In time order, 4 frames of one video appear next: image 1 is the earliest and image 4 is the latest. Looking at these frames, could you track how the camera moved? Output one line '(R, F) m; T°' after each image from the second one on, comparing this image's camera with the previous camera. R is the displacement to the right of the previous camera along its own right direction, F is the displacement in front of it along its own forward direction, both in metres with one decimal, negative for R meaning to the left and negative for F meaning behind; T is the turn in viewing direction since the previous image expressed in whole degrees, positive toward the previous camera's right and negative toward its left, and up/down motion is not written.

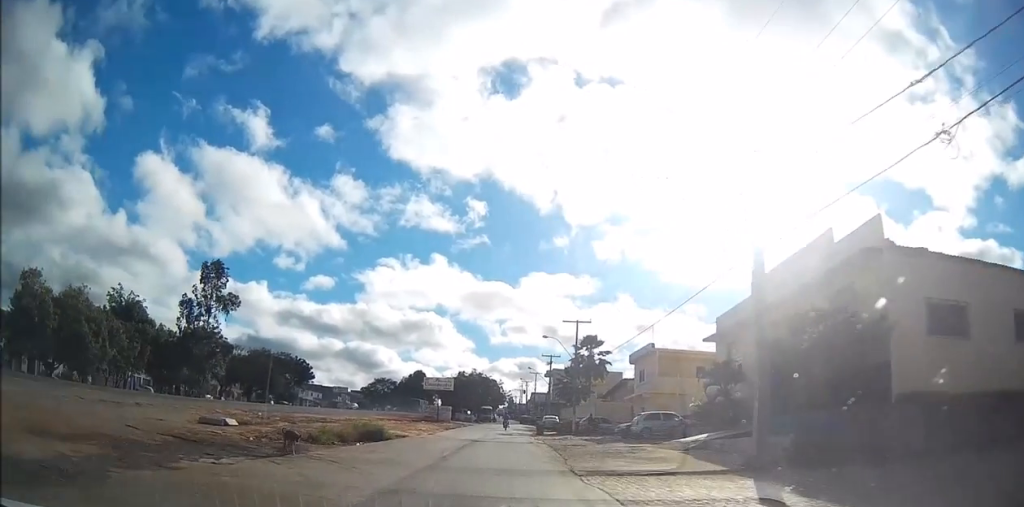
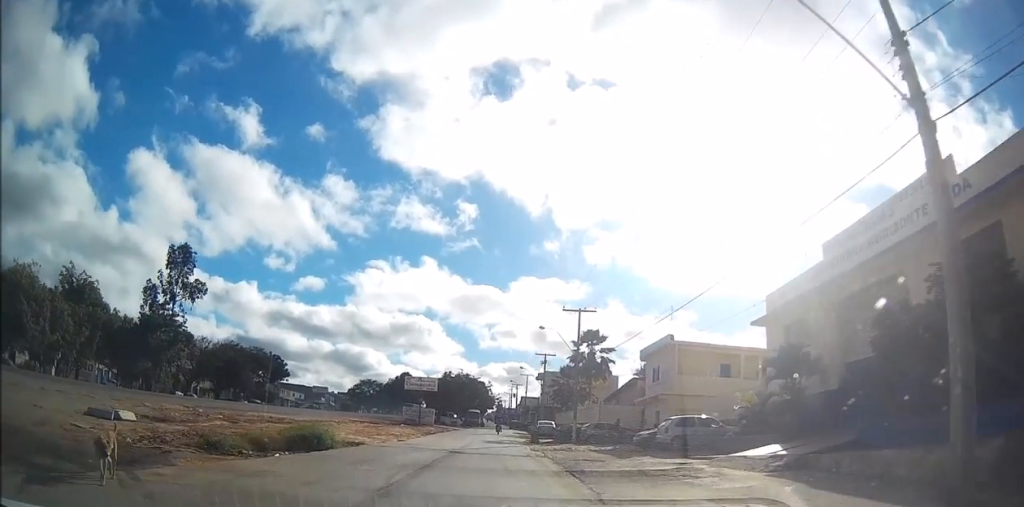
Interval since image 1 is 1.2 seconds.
(0.0, +7.7) m; +2°
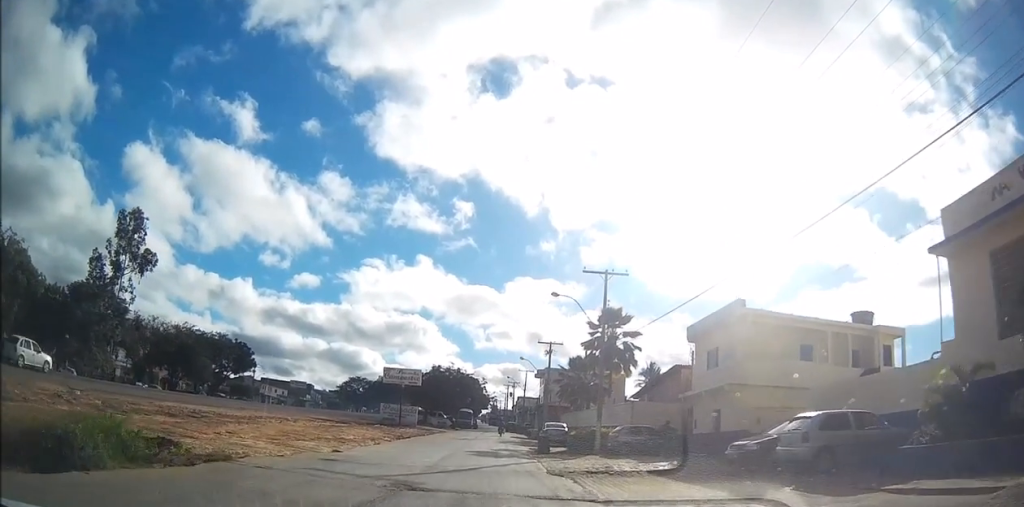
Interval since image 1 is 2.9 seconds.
(+0.4, +11.7) m; +2°
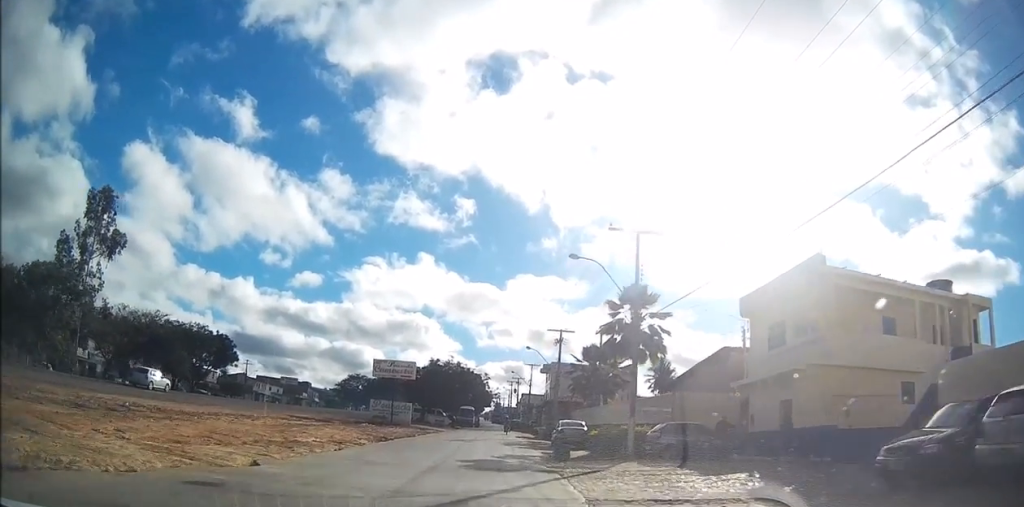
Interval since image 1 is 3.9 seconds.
(0.0, +6.8) m; 0°
